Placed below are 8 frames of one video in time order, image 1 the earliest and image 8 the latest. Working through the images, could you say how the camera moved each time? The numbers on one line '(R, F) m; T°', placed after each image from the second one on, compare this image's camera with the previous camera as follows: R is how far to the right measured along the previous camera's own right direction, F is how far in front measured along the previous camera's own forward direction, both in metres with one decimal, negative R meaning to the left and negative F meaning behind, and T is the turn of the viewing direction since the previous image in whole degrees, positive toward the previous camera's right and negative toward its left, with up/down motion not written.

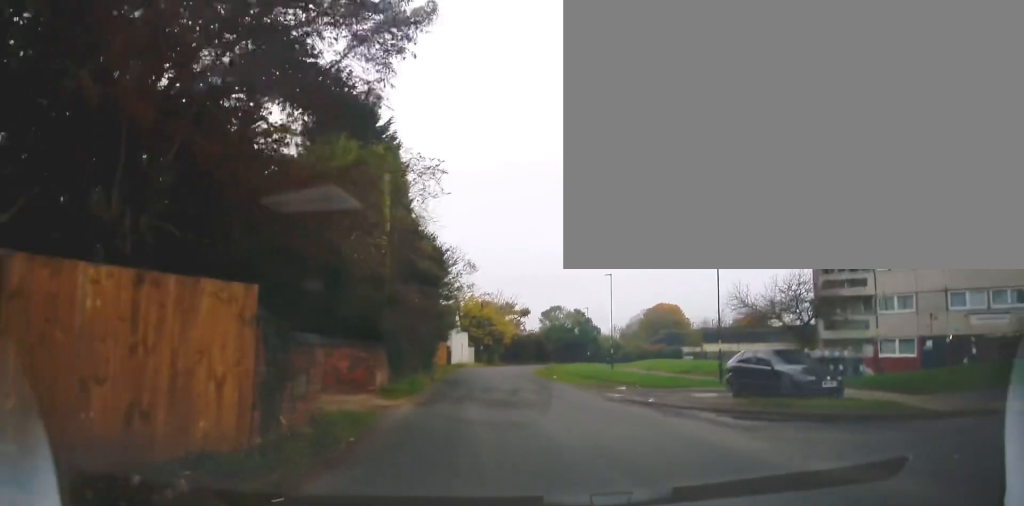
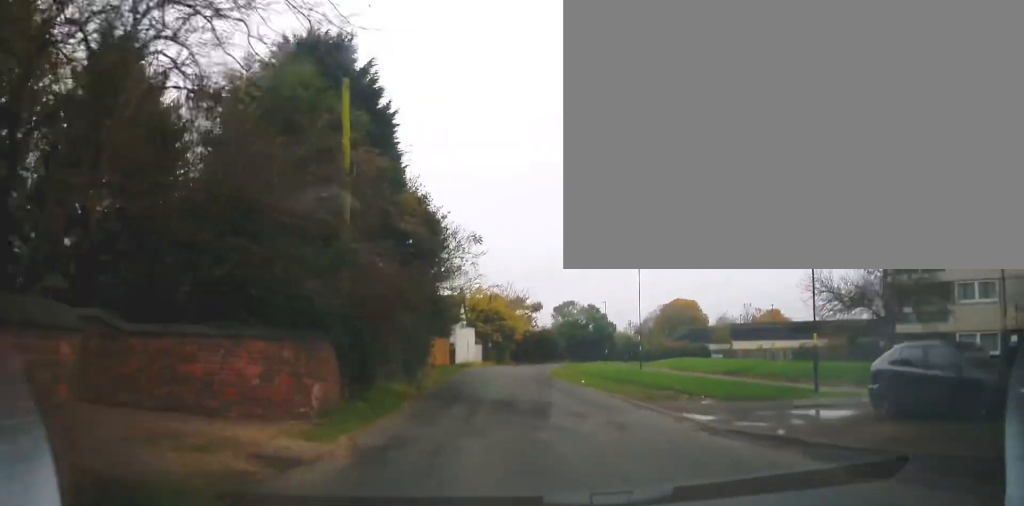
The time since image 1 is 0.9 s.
(-0.3, +7.1) m; -5°
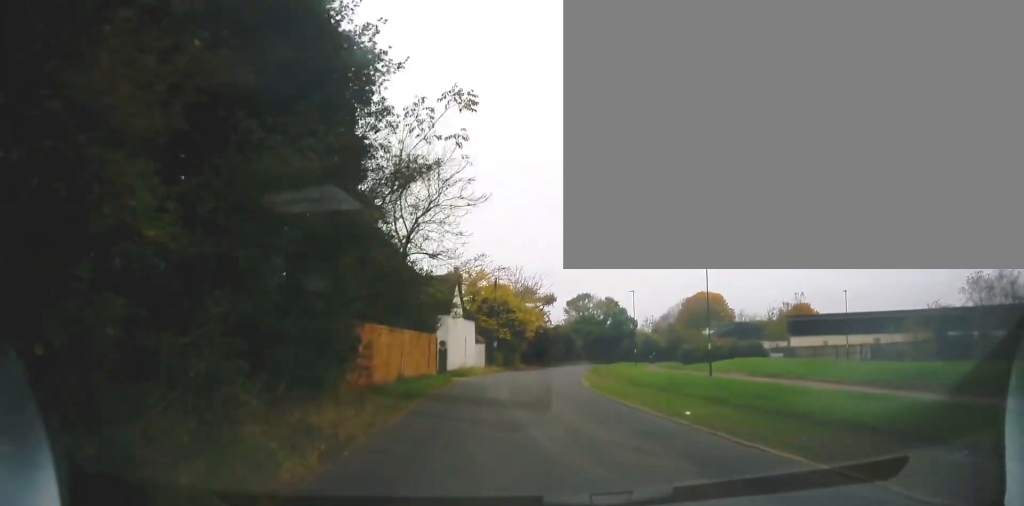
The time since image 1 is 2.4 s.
(-0.7, +13.7) m; -2°
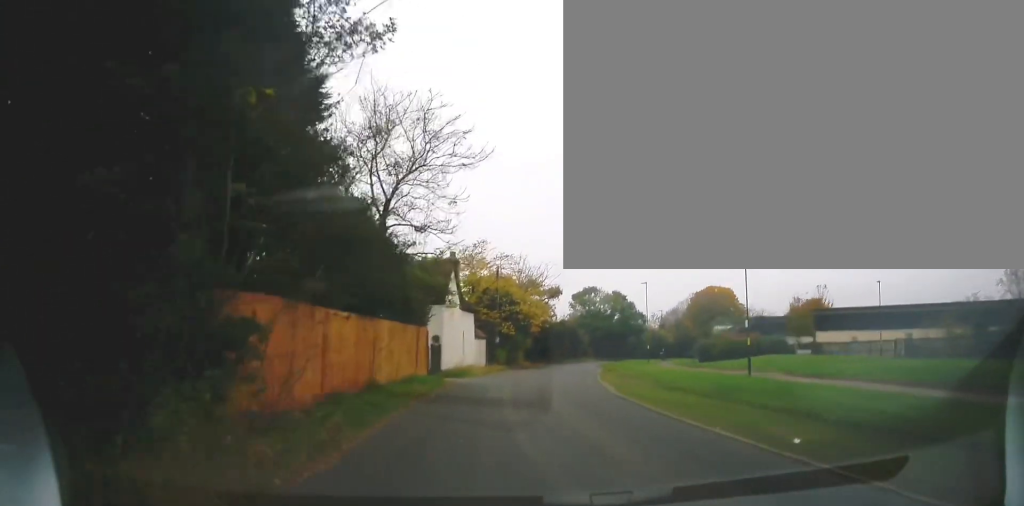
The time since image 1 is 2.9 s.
(-0.2, +5.4) m; +3°
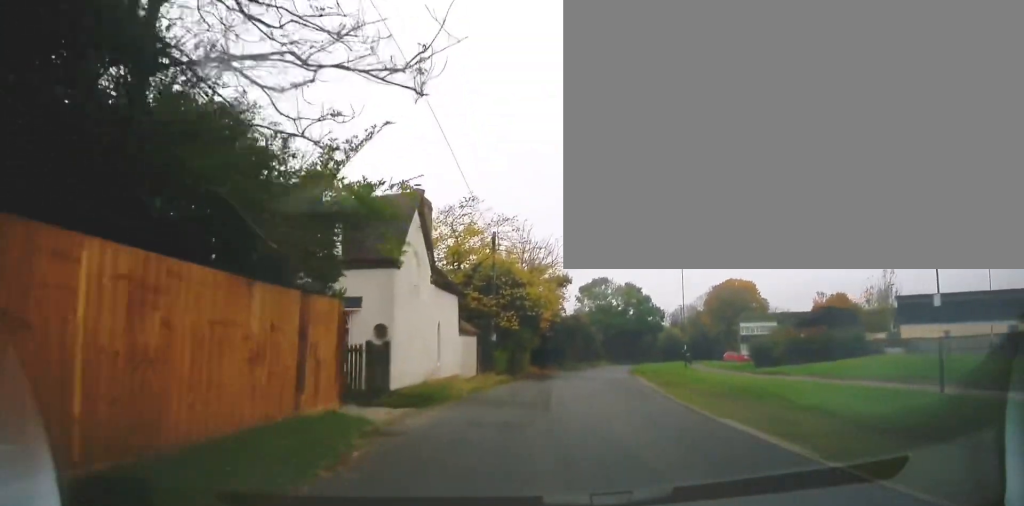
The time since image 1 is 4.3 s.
(+1.3, +13.1) m; +7°
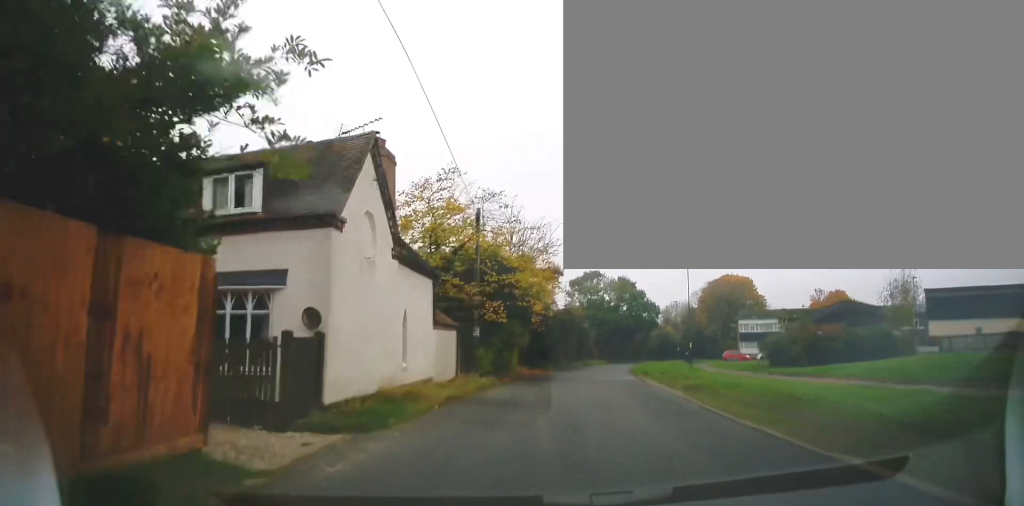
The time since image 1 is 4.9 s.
(0.0, +5.1) m; +1°
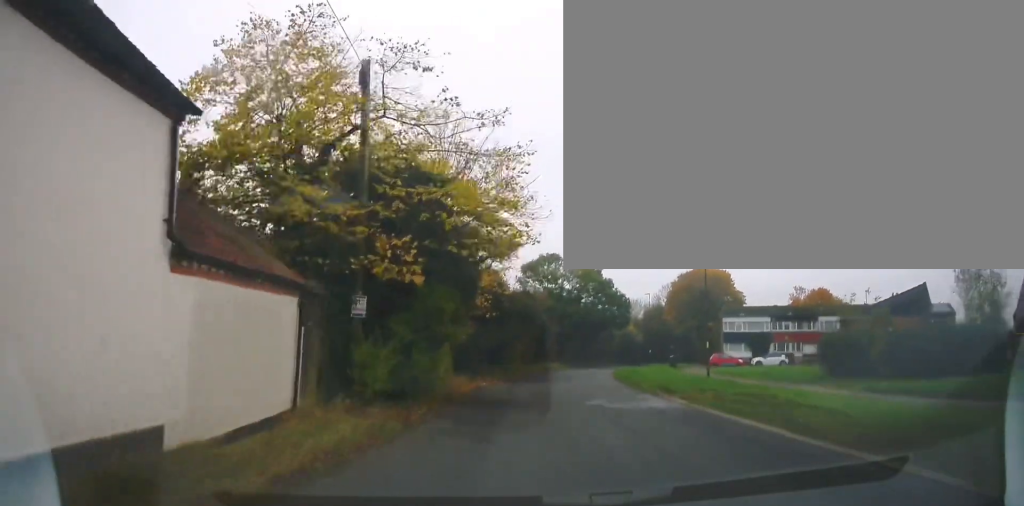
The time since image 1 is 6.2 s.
(+0.5, +13.5) m; +5°
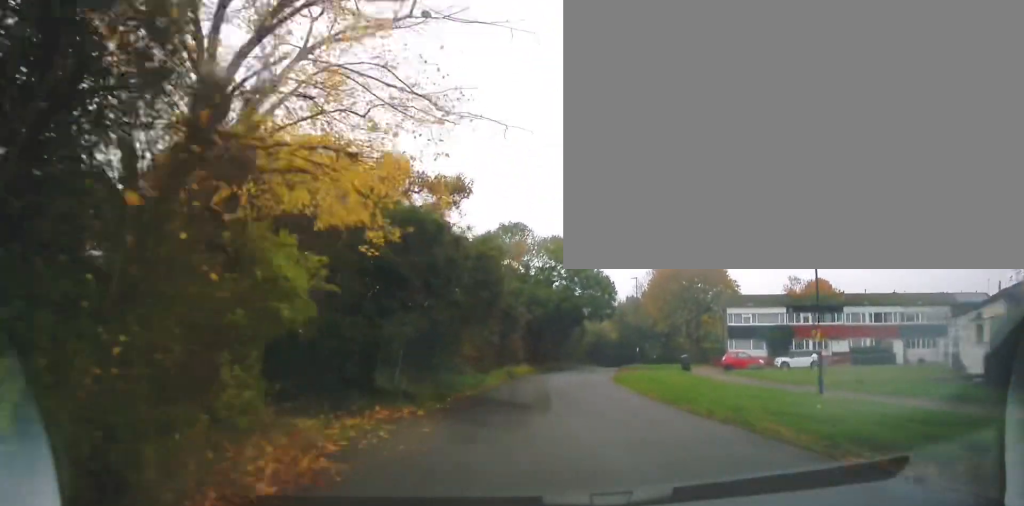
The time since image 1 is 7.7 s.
(+0.9, +14.4) m; +5°
